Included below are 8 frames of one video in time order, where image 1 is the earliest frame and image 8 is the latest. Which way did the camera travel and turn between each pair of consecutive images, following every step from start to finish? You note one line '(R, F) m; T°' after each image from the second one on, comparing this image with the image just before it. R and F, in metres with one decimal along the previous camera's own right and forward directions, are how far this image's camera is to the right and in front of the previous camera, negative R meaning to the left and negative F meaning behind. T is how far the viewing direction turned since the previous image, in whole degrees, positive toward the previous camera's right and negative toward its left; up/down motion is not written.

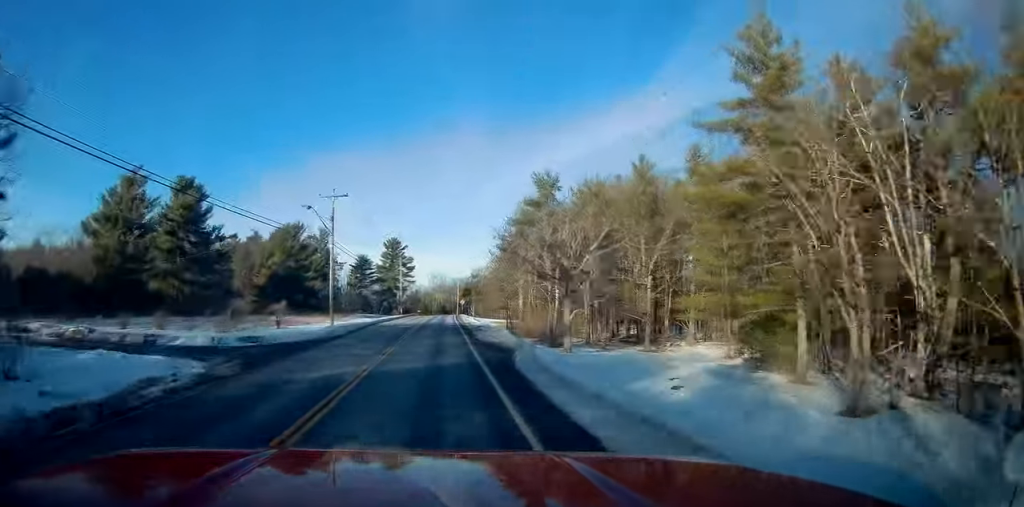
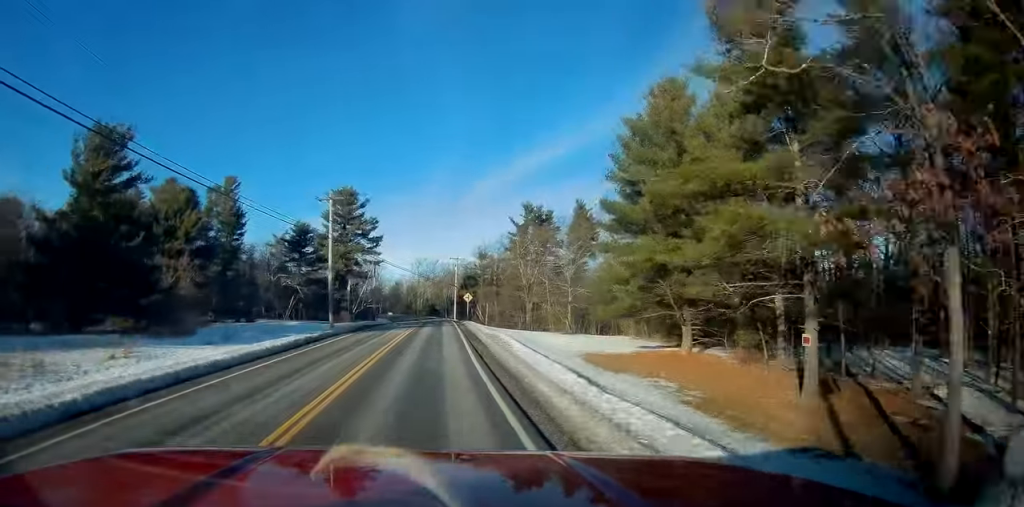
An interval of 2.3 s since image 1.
(+0.8, +57.9) m; +1°
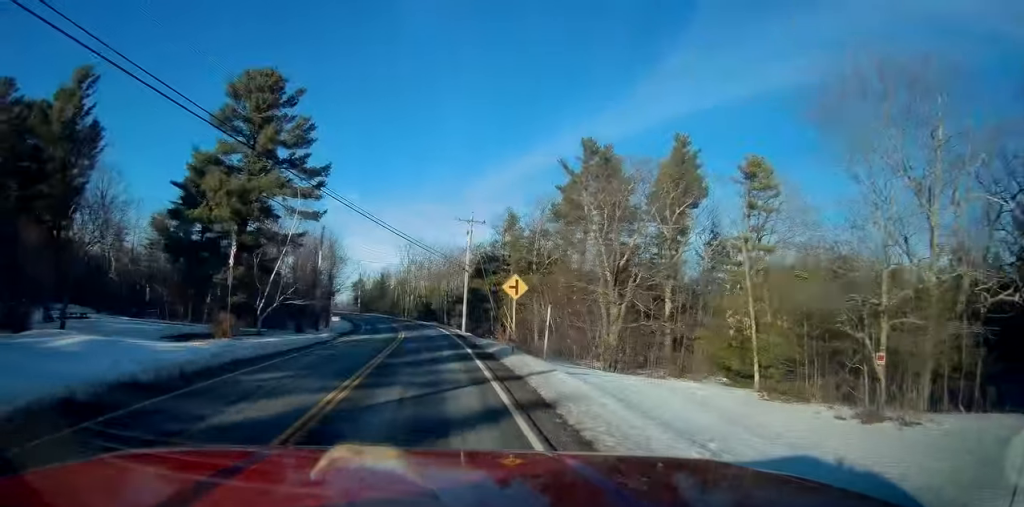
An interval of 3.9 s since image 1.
(0.0, +40.7) m; 0°
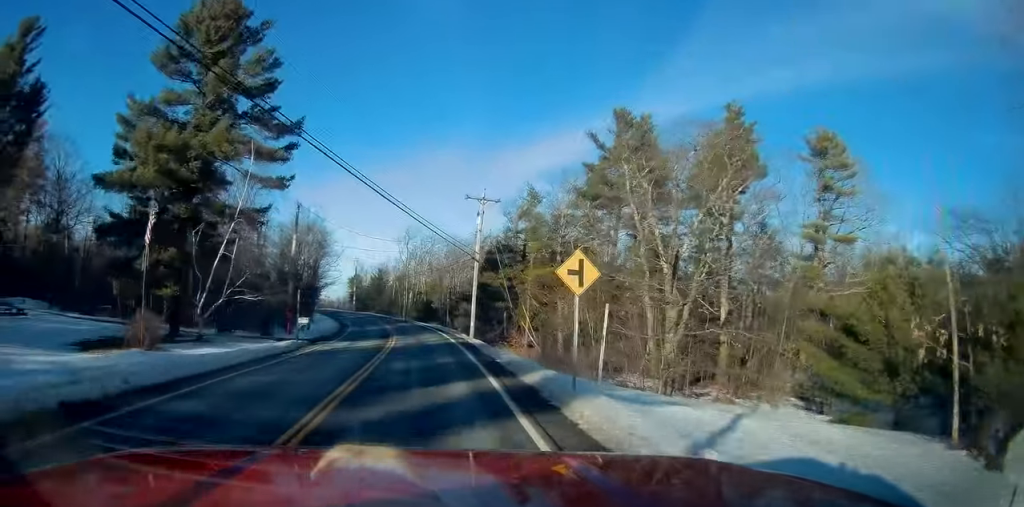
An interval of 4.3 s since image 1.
(+0.1, +10.1) m; 0°
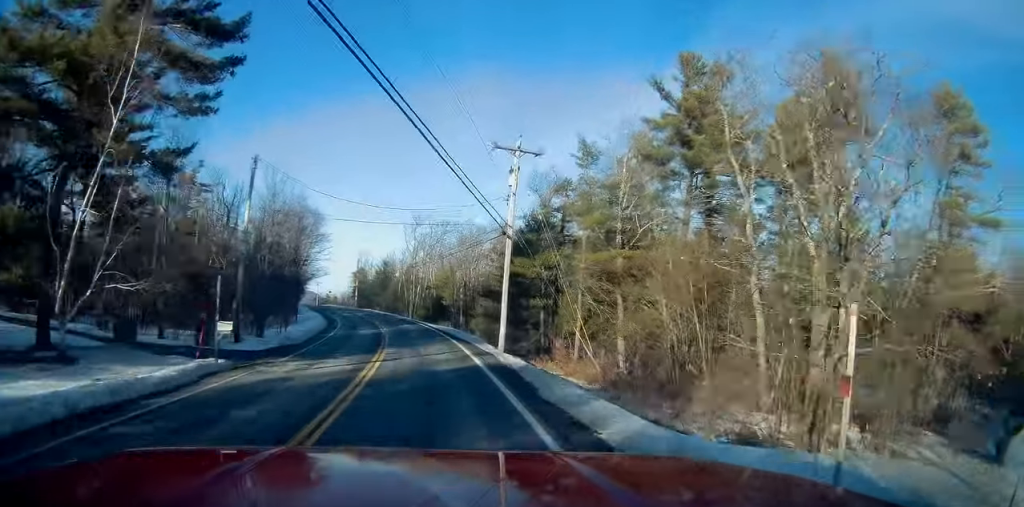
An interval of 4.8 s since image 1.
(-0.1, +12.3) m; -1°
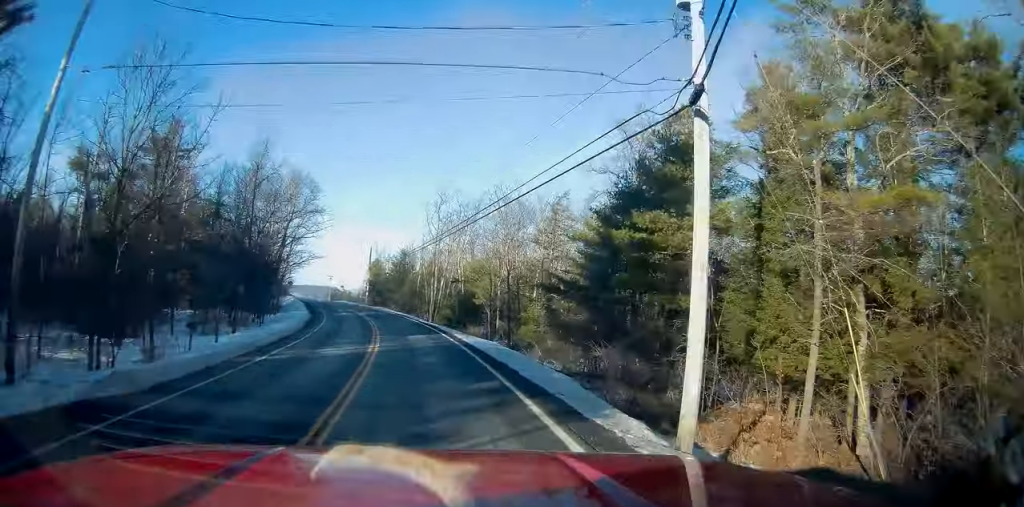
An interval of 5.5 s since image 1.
(-0.1, +17.9) m; -3°
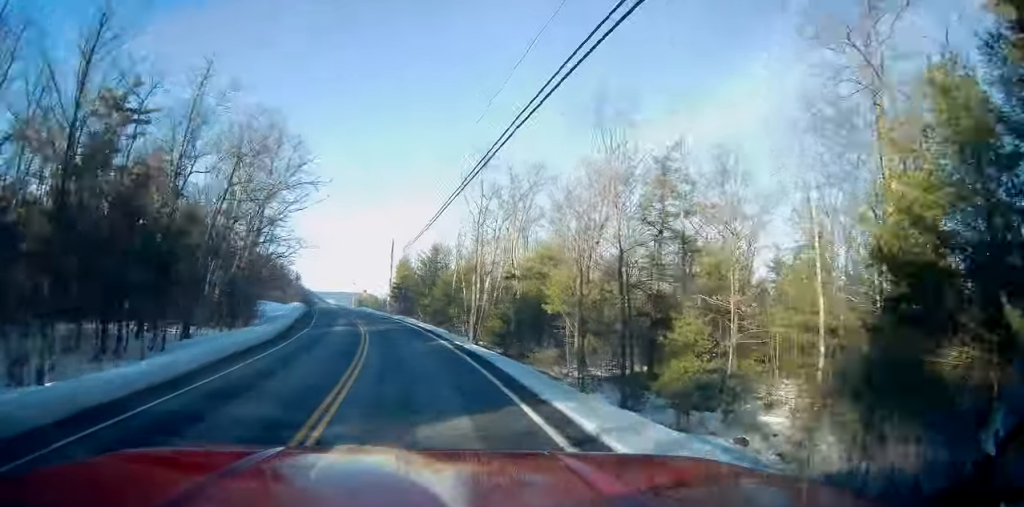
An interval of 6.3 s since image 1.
(-0.6, +19.2) m; -4°
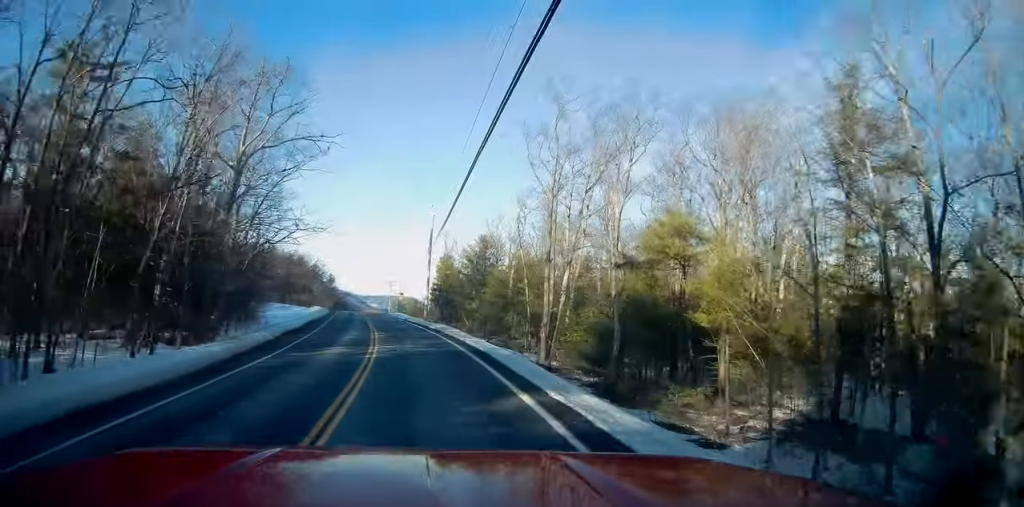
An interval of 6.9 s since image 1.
(-0.7, +14.2) m; -3°
